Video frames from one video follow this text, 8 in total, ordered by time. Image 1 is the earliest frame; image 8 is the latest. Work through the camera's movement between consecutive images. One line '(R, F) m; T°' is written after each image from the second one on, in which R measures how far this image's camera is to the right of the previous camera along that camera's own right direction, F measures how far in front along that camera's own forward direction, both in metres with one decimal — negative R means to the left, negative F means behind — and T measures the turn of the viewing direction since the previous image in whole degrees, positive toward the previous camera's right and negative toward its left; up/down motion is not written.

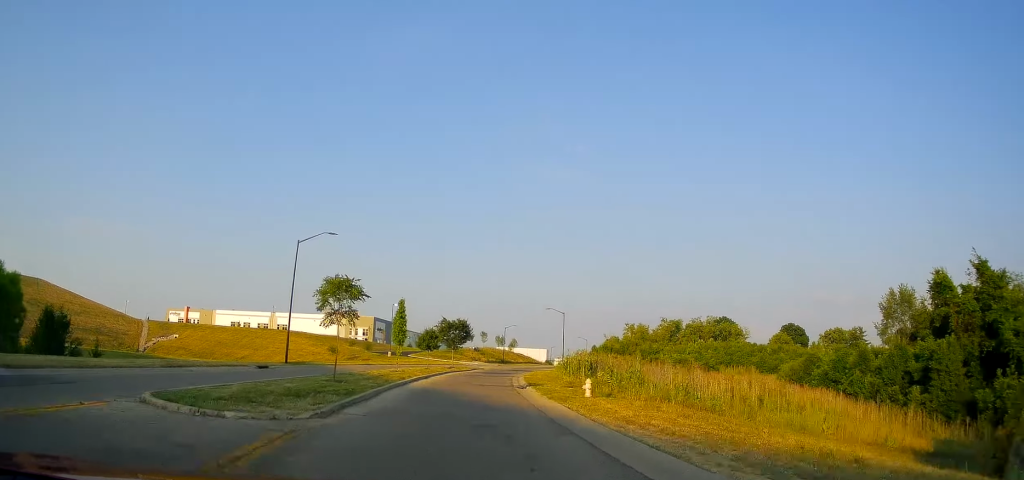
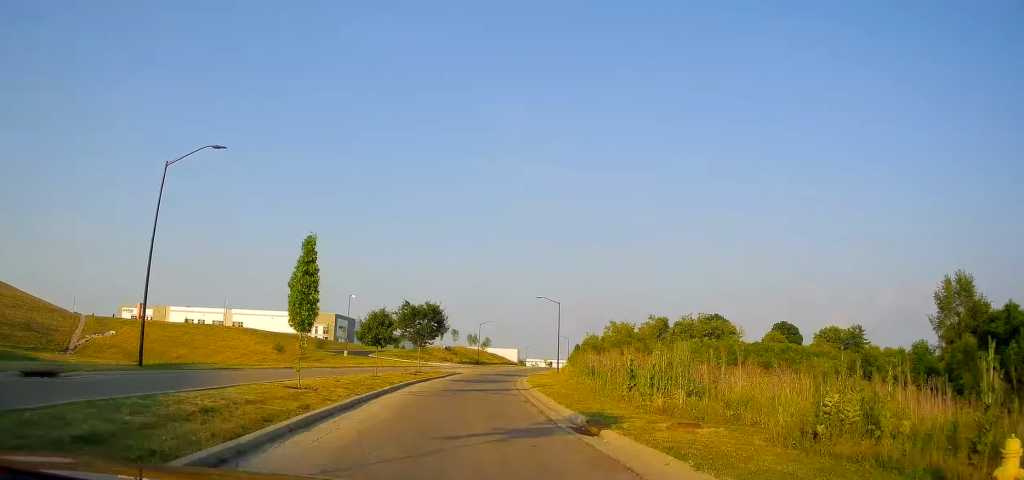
(+0.4, +18.8) m; +4°
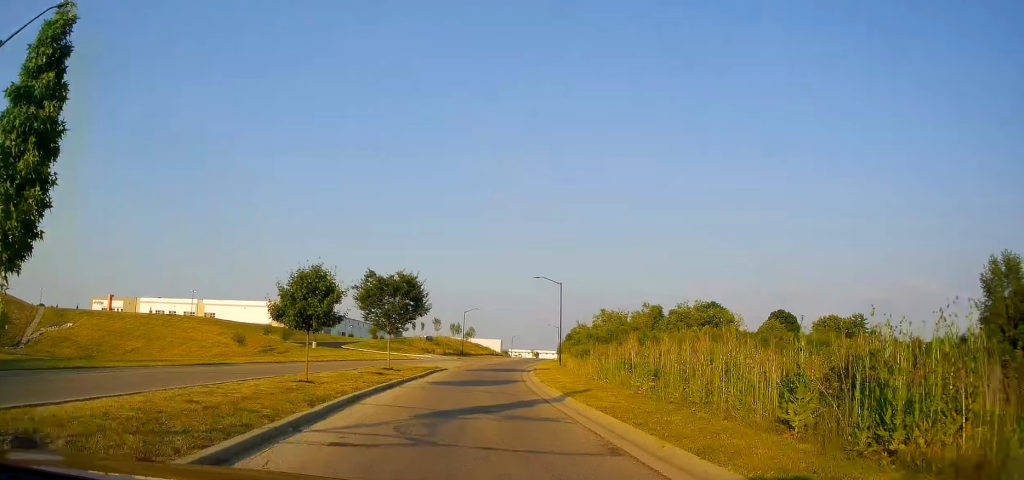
(+0.1, +11.7) m; +3°
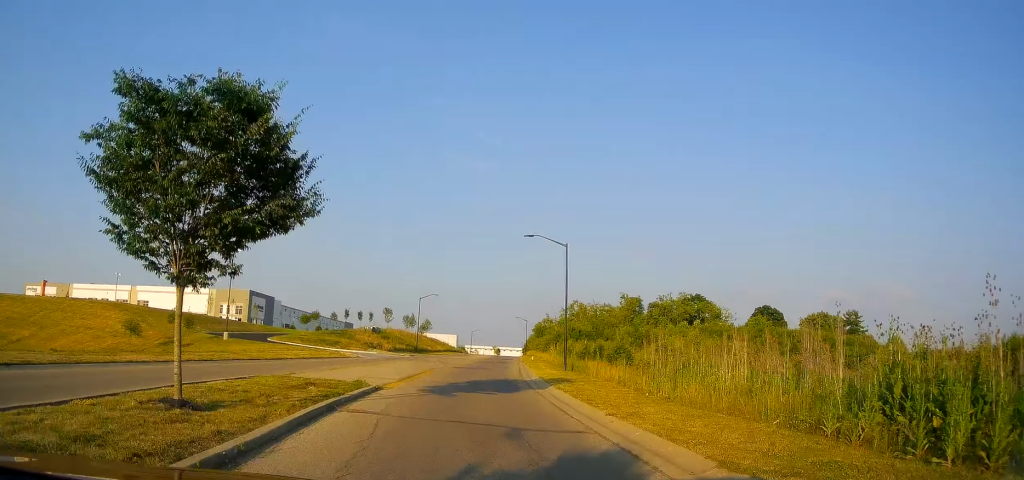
(+1.3, +21.4) m; +4°
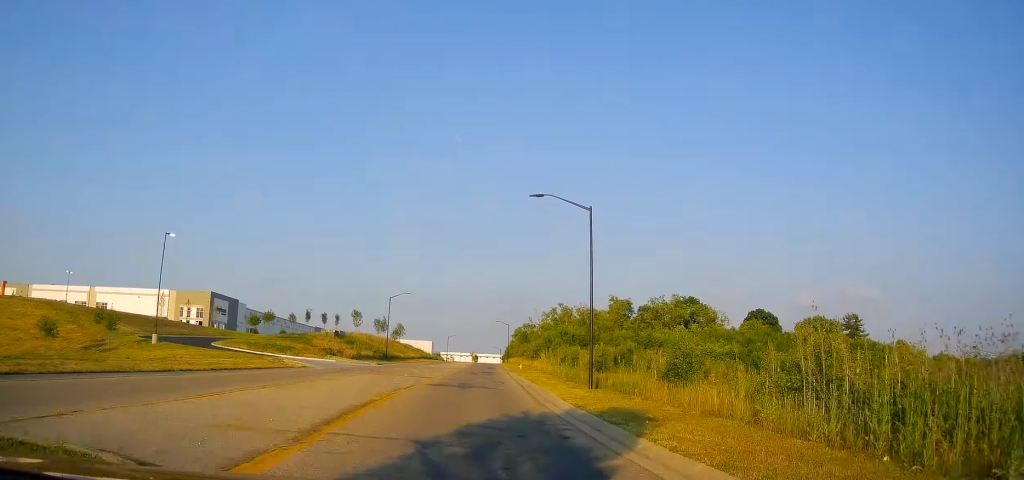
(0.0, +13.0) m; +2°
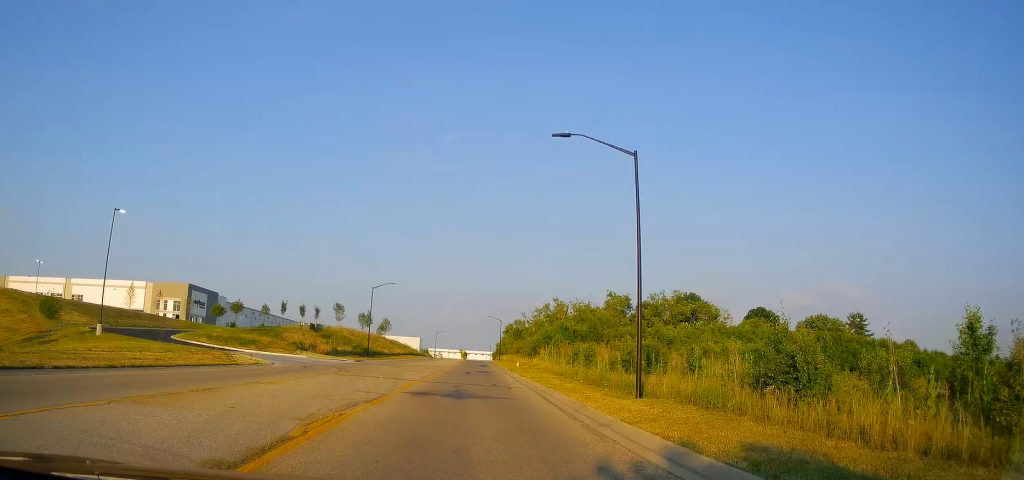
(0.0, +8.6) m; +1°
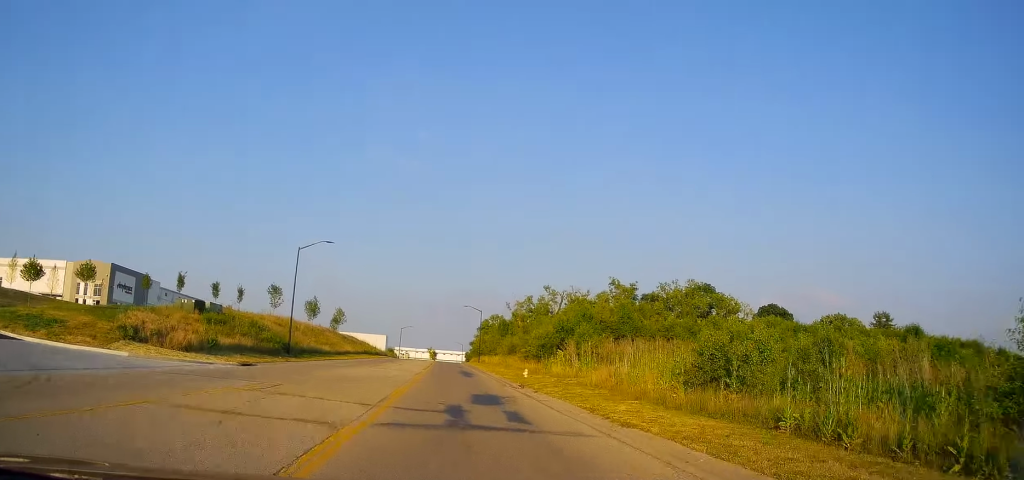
(+1.3, +27.8) m; +3°
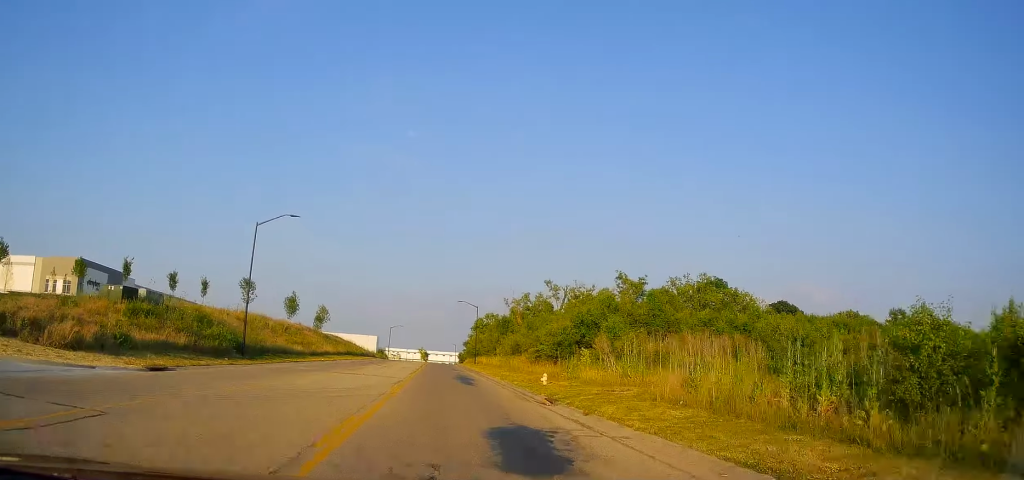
(-0.1, +10.4) m; +1°
